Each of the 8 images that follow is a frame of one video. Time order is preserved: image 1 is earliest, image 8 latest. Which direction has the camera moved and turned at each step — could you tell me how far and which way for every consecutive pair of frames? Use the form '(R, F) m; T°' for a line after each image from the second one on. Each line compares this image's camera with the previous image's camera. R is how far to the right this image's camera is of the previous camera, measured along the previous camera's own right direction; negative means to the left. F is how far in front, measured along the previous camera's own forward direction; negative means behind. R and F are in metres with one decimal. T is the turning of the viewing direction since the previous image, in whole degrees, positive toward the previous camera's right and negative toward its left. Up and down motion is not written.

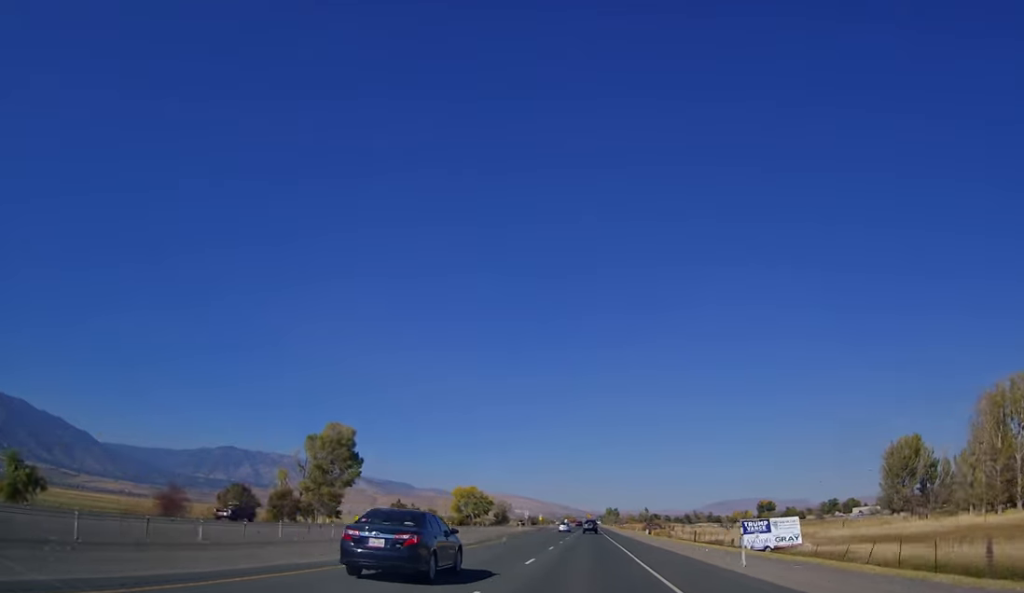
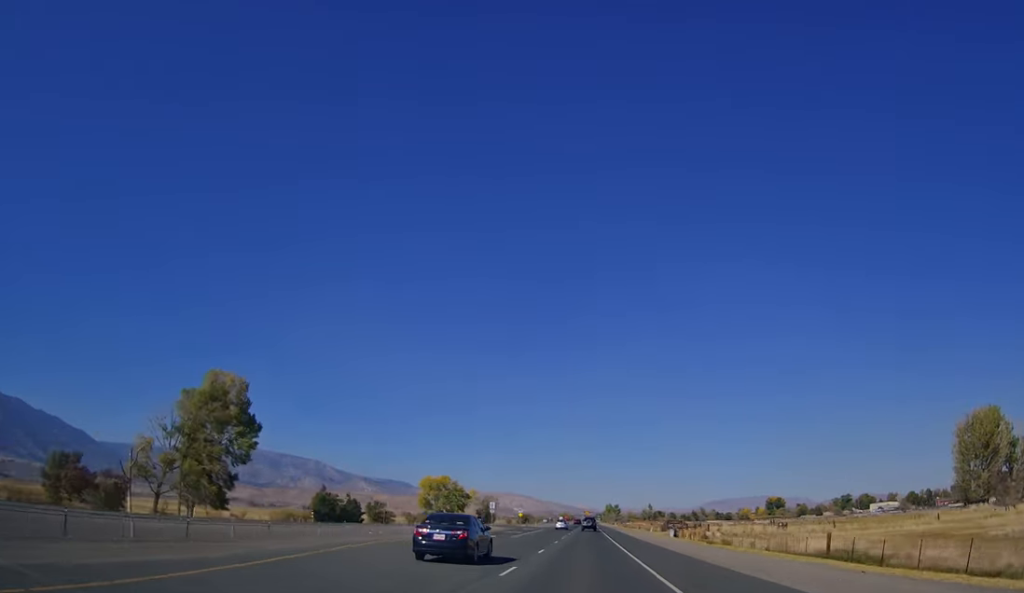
(+0.1, +42.5) m; 0°
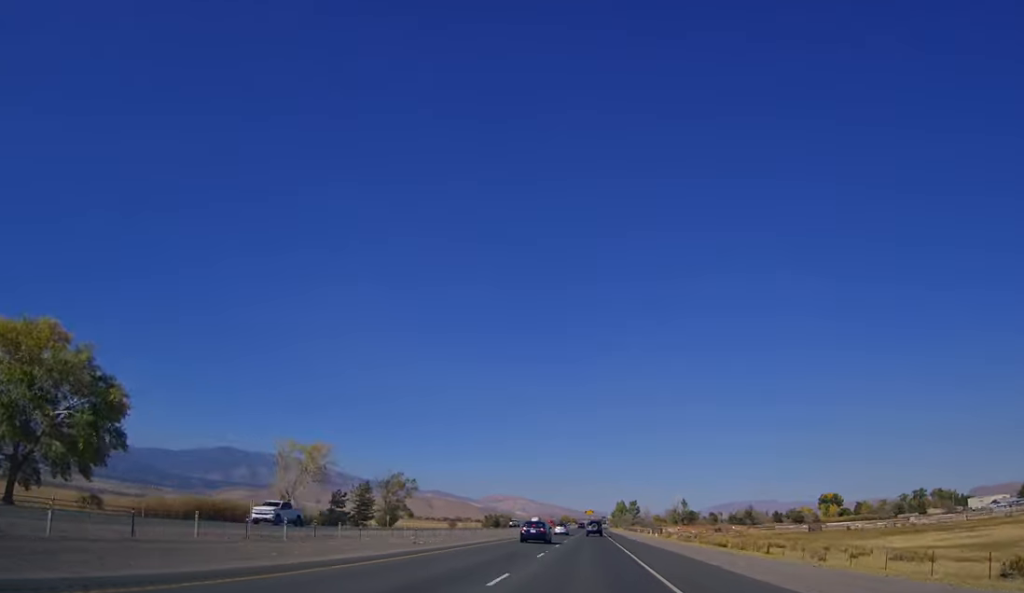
(-0.2, +149.4) m; -1°
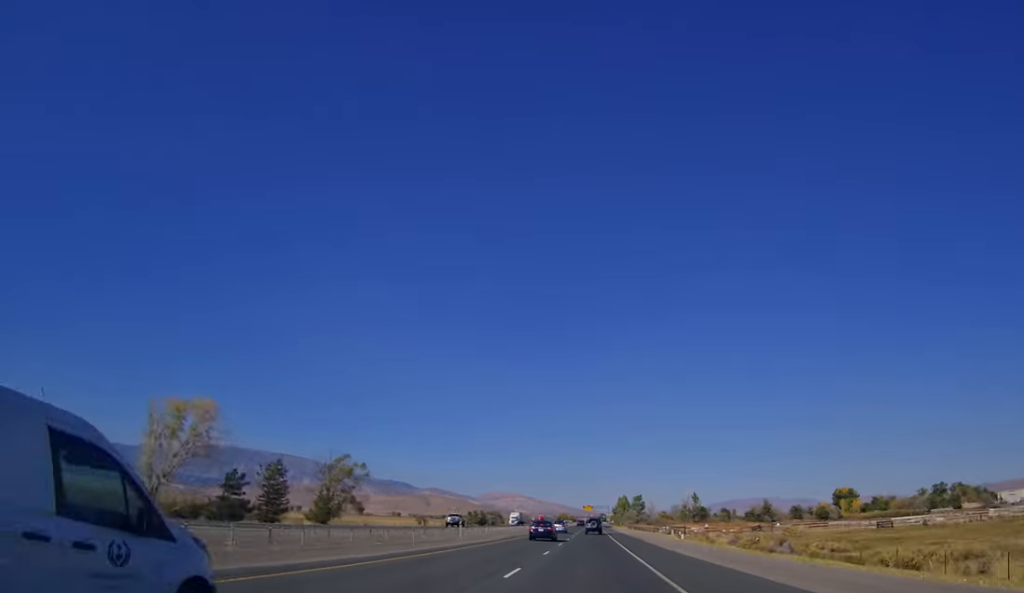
(-0.6, +34.9) m; 0°
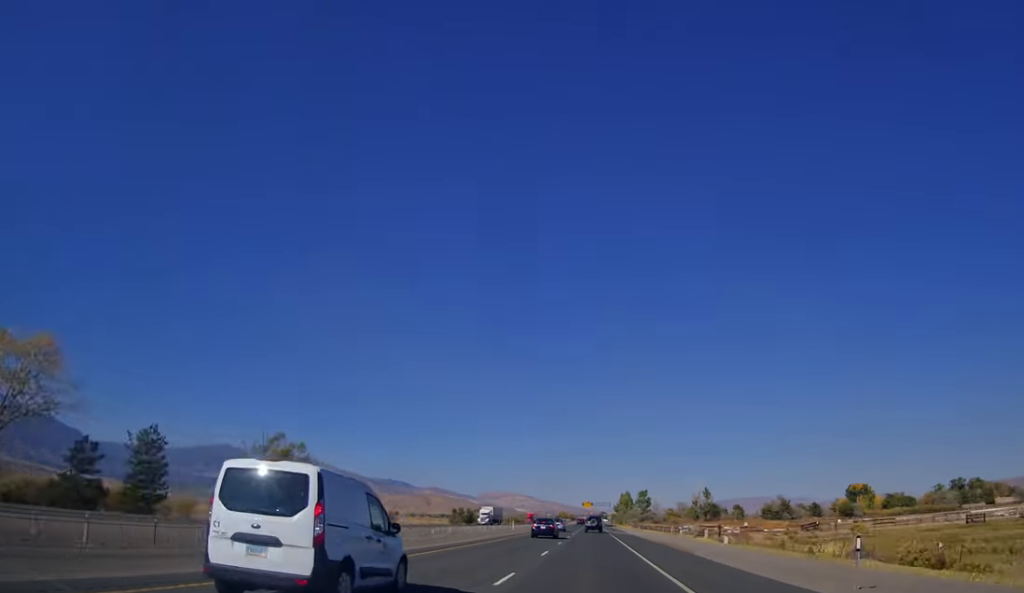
(0.0, +27.2) m; 0°
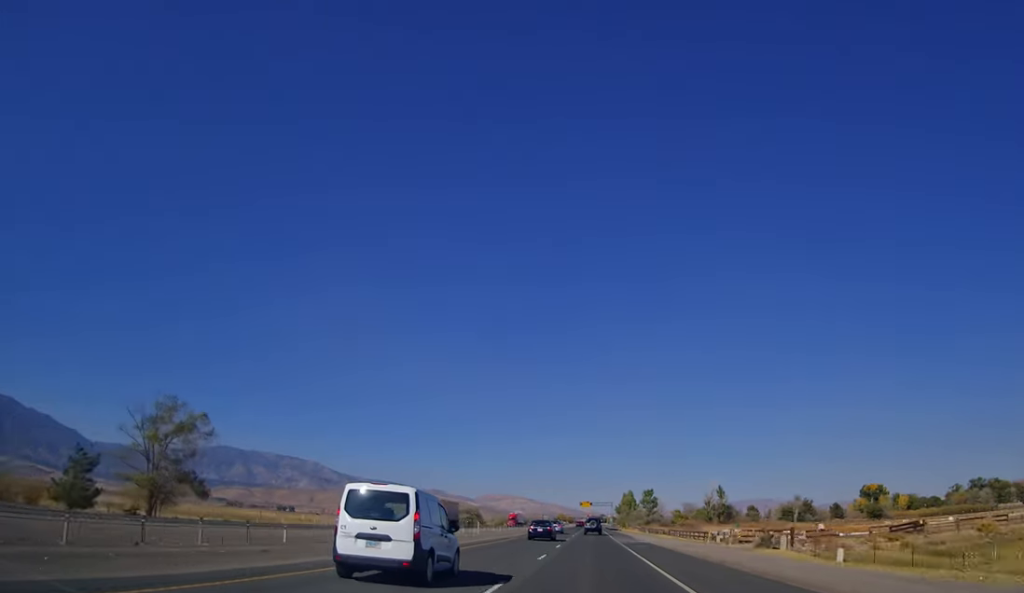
(+0.3, +26.9) m; 0°
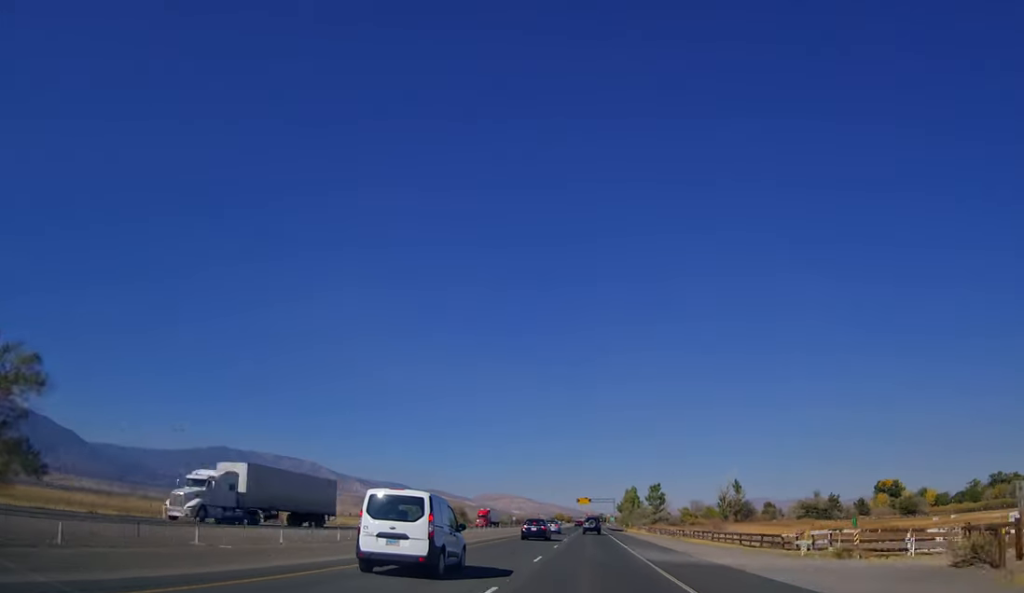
(+0.1, +26.5) m; 0°
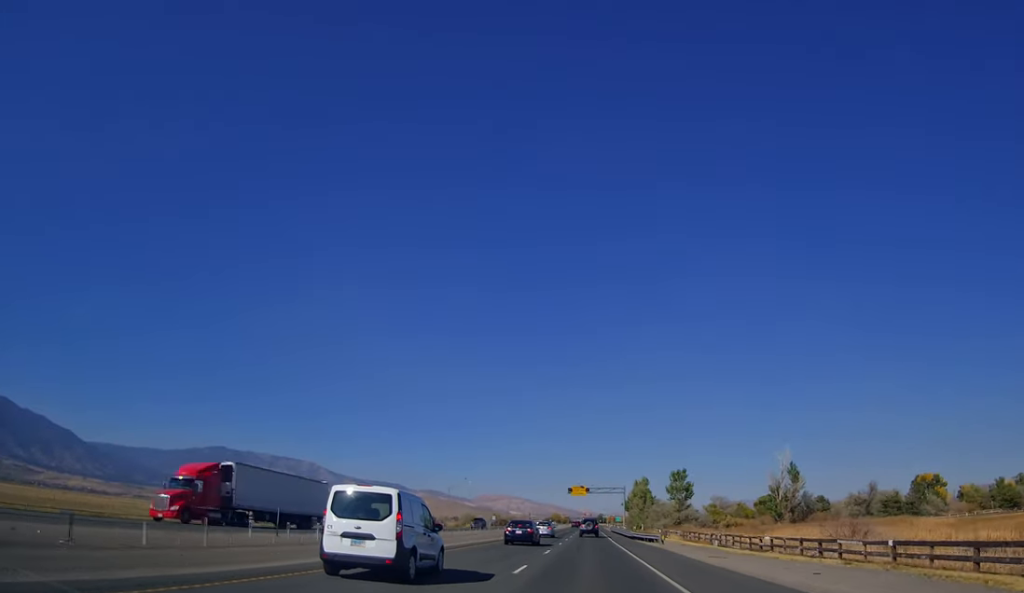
(0.0, +55.2) m; 0°
